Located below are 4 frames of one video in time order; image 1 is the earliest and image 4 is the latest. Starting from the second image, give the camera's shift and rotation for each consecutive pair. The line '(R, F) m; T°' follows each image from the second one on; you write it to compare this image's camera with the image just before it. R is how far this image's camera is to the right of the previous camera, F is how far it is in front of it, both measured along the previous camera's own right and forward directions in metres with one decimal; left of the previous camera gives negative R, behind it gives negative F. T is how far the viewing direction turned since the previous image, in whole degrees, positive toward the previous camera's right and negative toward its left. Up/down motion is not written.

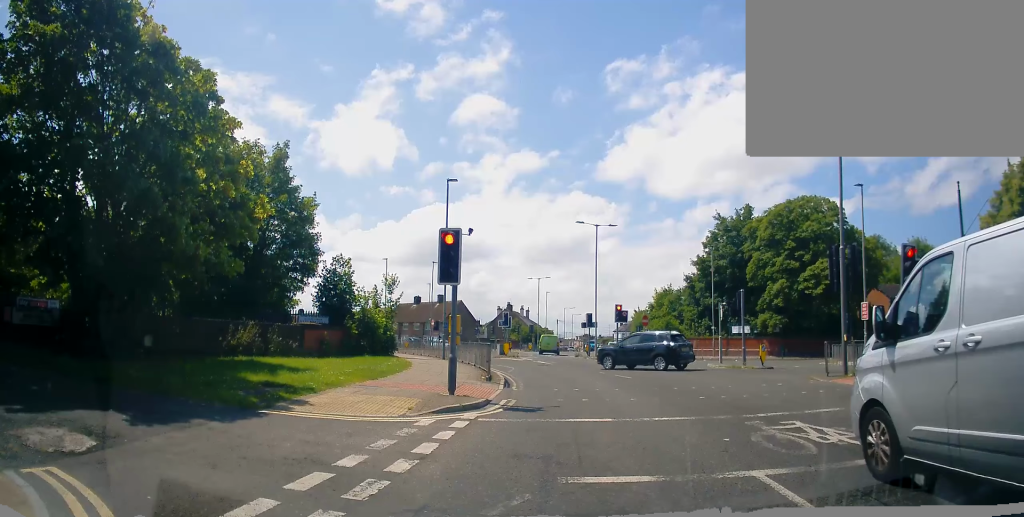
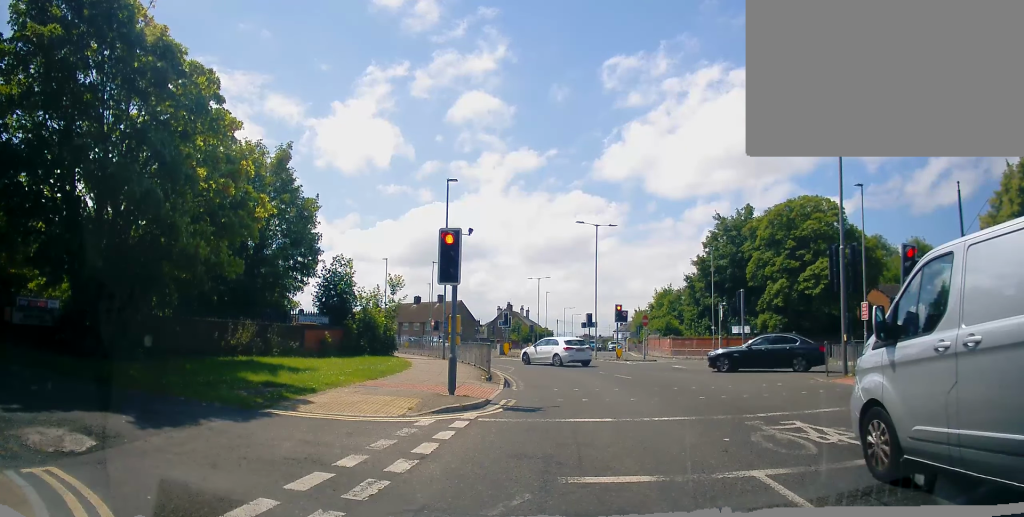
(0.0, 0.0) m; 0°
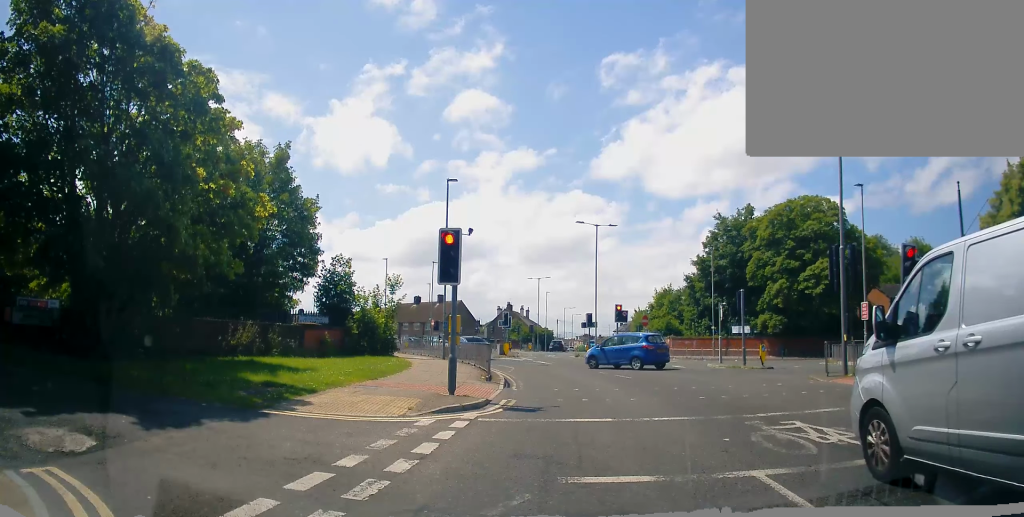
(0.0, 0.0) m; 0°
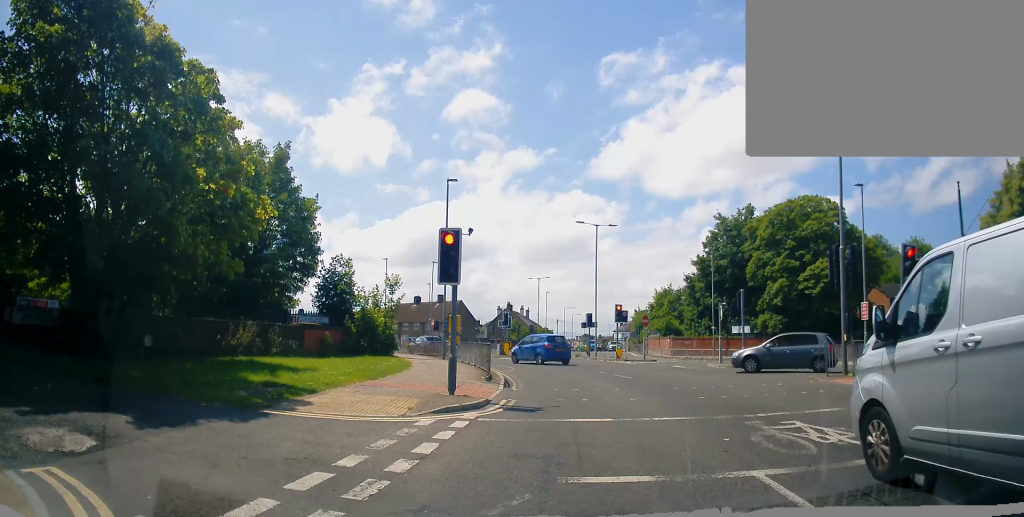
(0.0, 0.0) m; 0°
